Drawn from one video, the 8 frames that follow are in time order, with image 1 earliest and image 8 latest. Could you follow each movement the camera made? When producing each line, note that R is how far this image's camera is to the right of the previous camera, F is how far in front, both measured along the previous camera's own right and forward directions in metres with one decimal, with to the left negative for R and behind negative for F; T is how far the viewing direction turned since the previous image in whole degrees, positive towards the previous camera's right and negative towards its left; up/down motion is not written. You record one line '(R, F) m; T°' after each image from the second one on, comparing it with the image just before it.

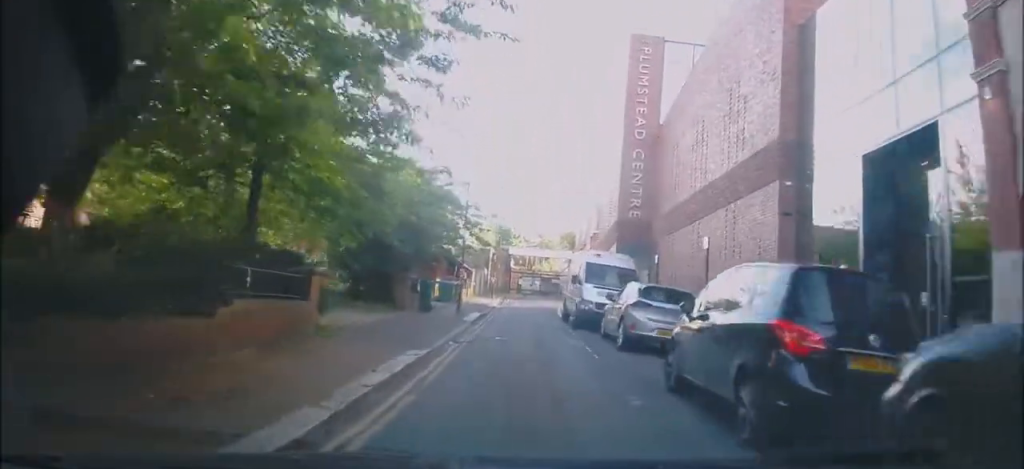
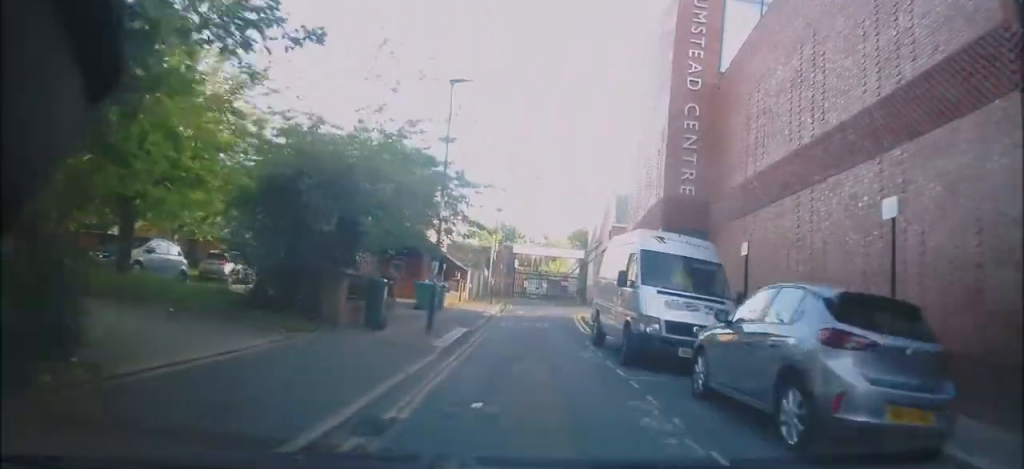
(-0.1, +7.4) m; +1°
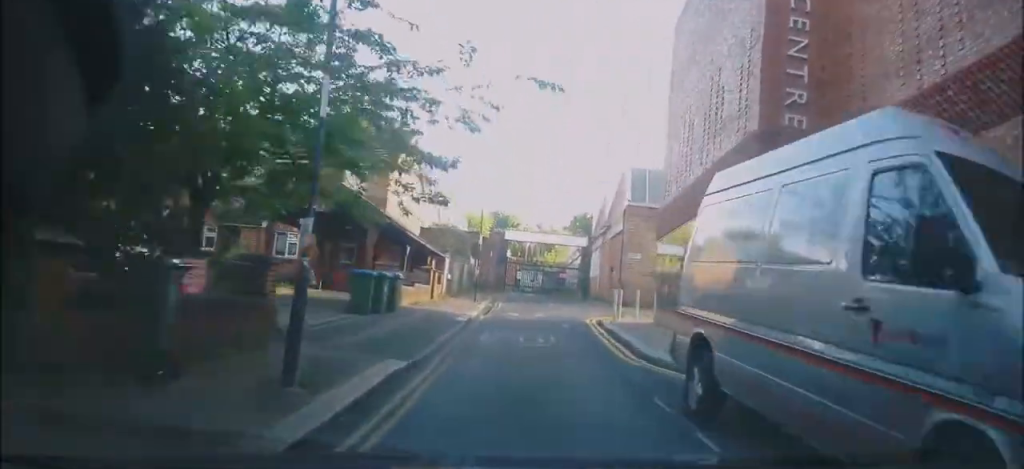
(+0.2, +8.1) m; +1°
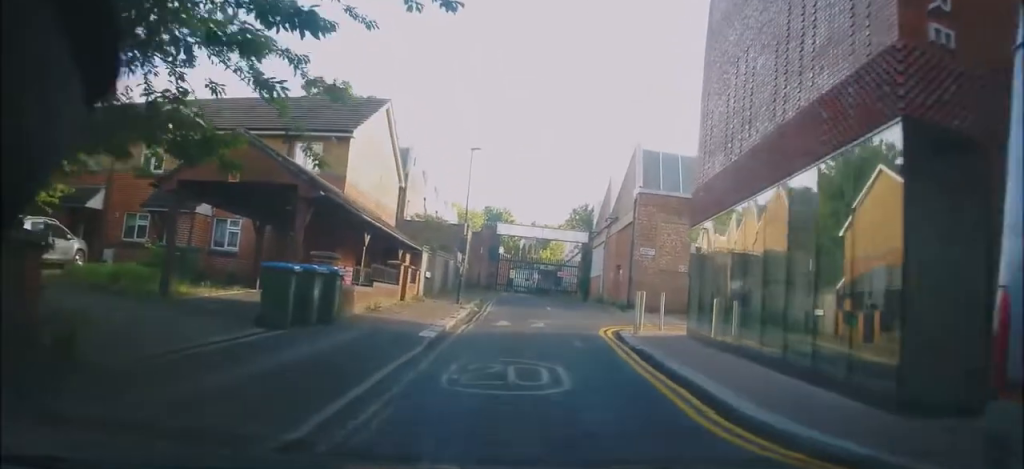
(0.0, +4.8) m; 0°
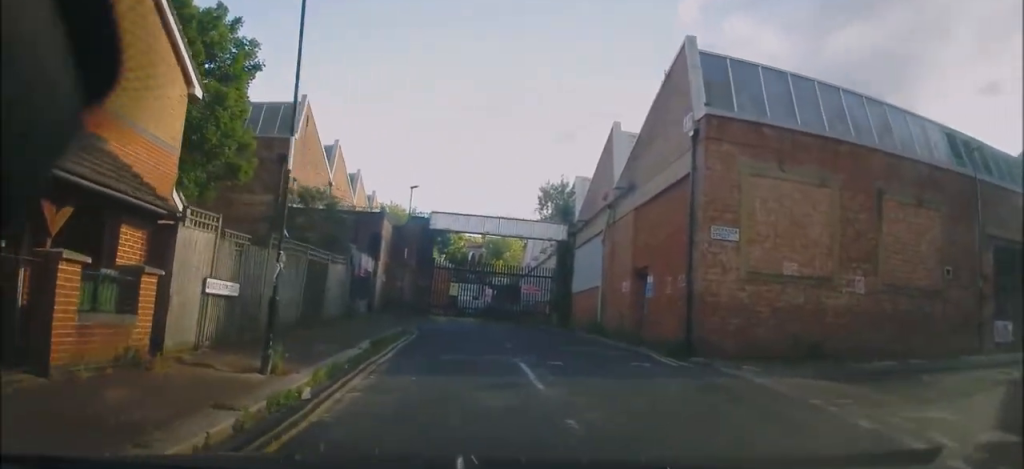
(-0.2, +15.9) m; +3°
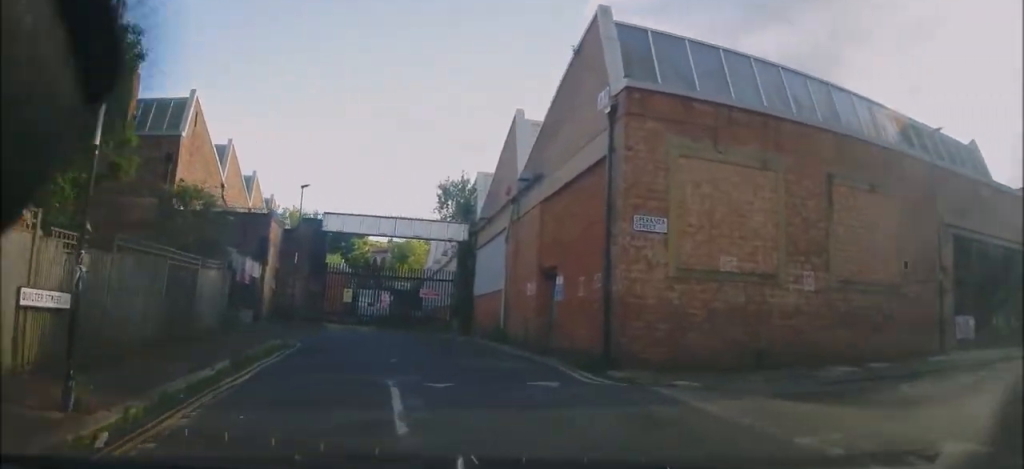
(+0.1, +2.5) m; +7°
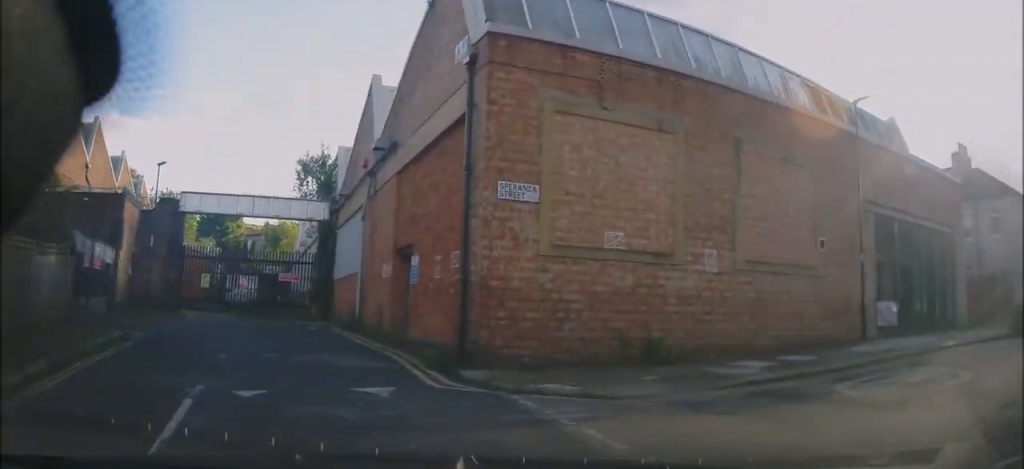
(+0.2, +2.3) m; +15°
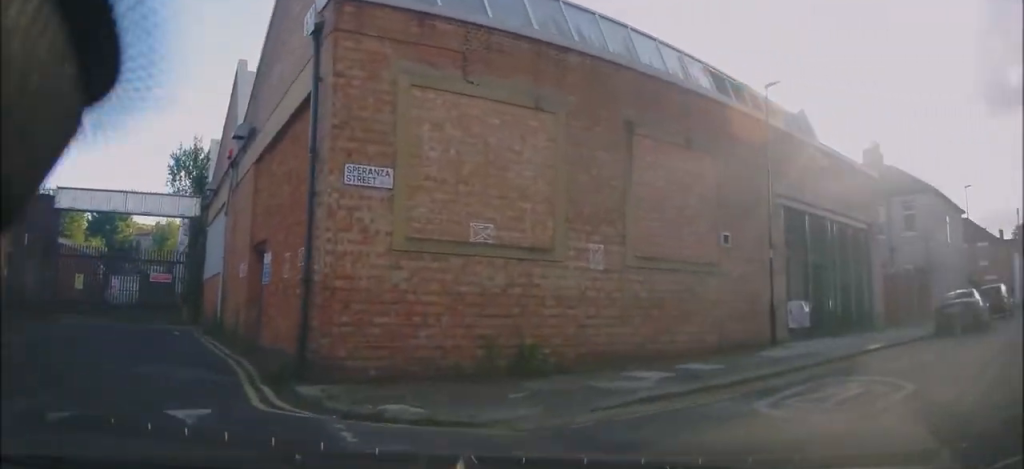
(-0.1, +1.8) m; +15°
